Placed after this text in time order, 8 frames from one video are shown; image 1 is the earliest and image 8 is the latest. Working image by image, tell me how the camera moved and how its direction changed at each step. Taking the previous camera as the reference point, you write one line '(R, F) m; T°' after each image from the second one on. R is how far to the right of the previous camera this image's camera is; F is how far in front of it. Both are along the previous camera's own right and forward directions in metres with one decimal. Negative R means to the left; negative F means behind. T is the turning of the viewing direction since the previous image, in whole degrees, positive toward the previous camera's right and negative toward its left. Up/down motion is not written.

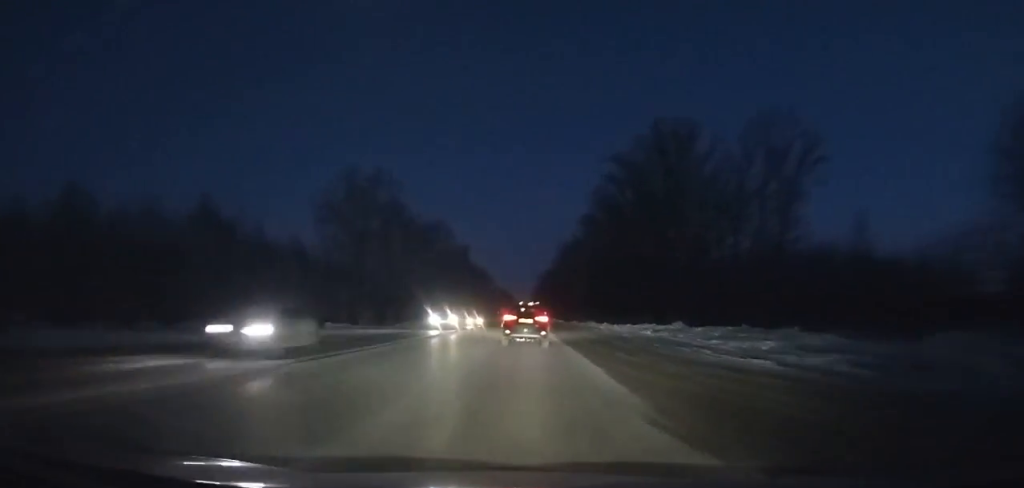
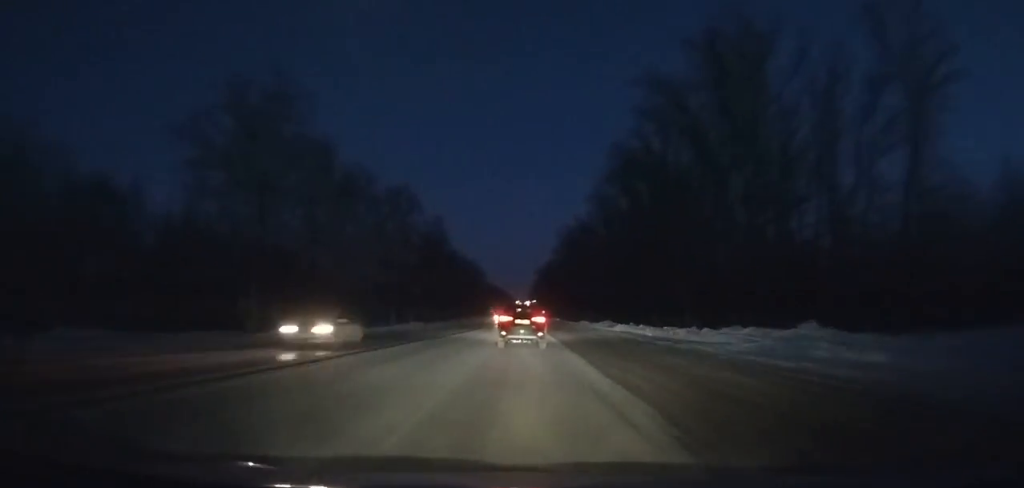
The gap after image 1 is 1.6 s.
(0.0, +27.7) m; 0°
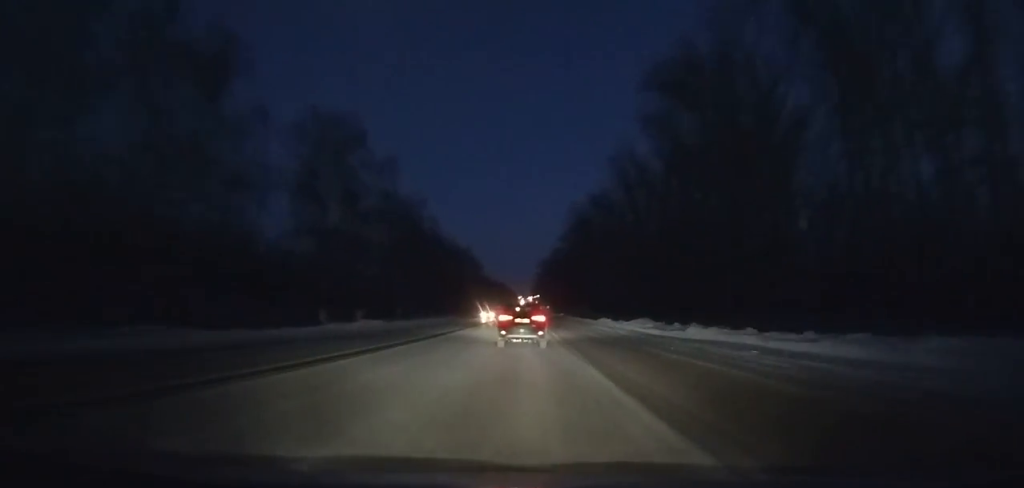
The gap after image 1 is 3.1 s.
(-0.1, +26.2) m; 0°
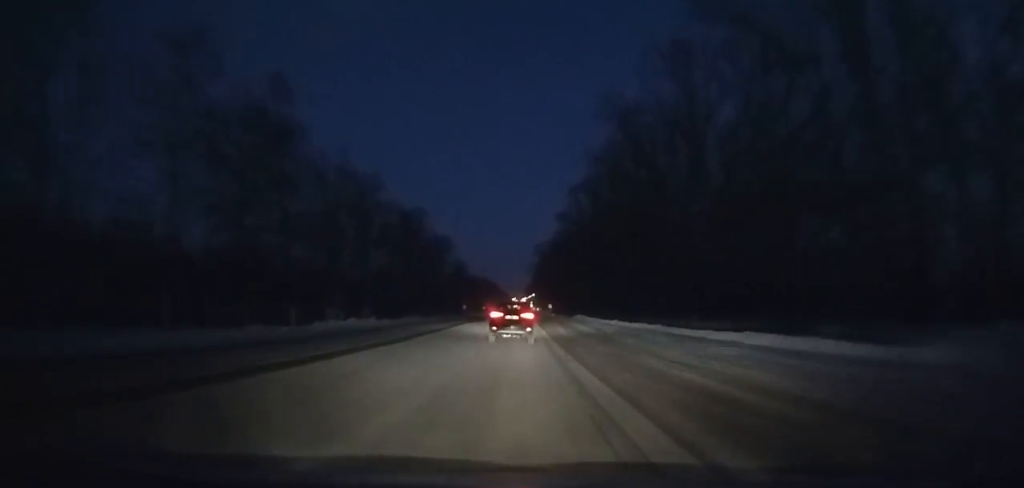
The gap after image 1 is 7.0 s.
(+0.6, +70.7) m; 0°
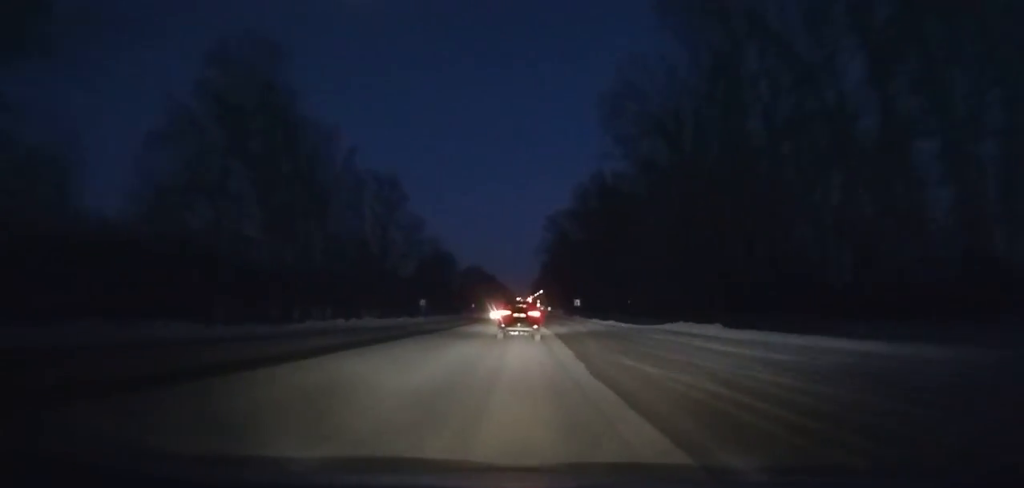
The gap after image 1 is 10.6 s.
(-0.5, +67.6) m; 0°
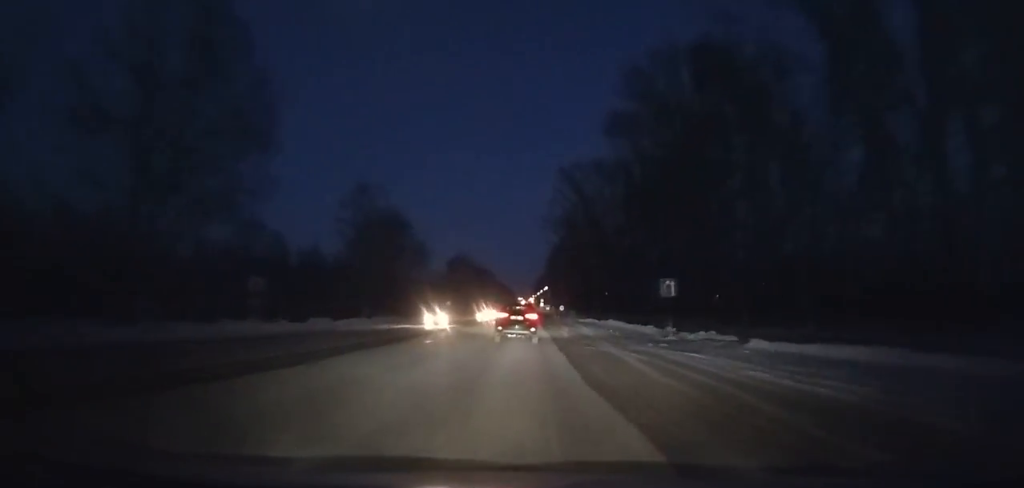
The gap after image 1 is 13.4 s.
(+0.1, +53.3) m; 0°
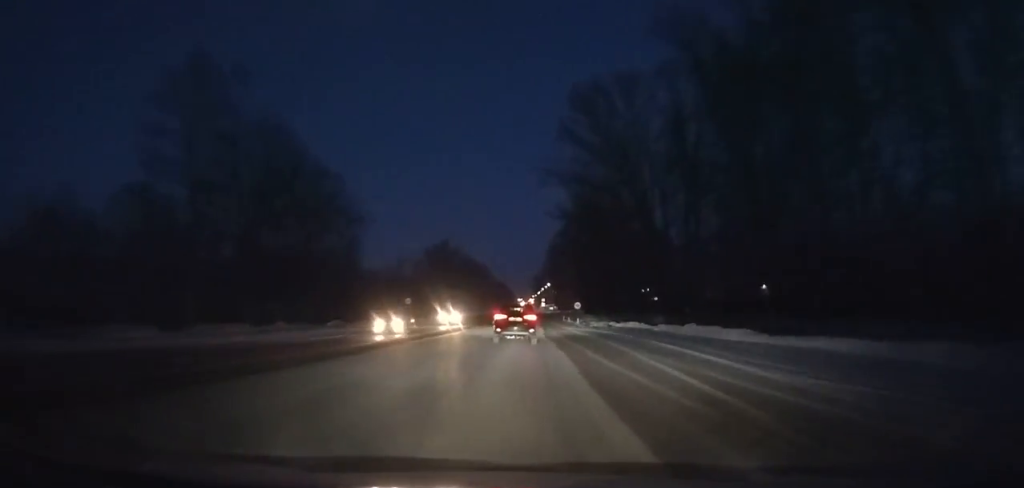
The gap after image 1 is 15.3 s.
(+0.1, +36.3) m; 0°
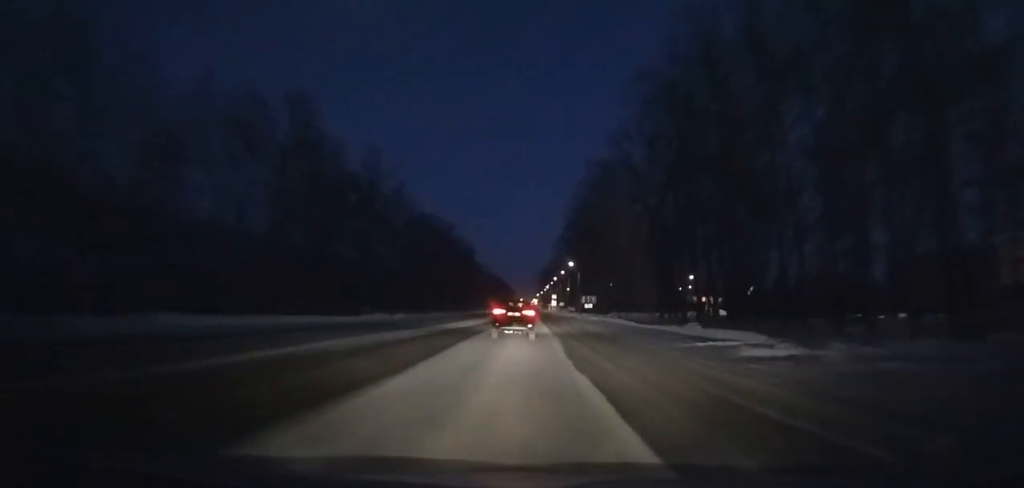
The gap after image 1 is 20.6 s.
(-0.3, +100.2) m; 0°
